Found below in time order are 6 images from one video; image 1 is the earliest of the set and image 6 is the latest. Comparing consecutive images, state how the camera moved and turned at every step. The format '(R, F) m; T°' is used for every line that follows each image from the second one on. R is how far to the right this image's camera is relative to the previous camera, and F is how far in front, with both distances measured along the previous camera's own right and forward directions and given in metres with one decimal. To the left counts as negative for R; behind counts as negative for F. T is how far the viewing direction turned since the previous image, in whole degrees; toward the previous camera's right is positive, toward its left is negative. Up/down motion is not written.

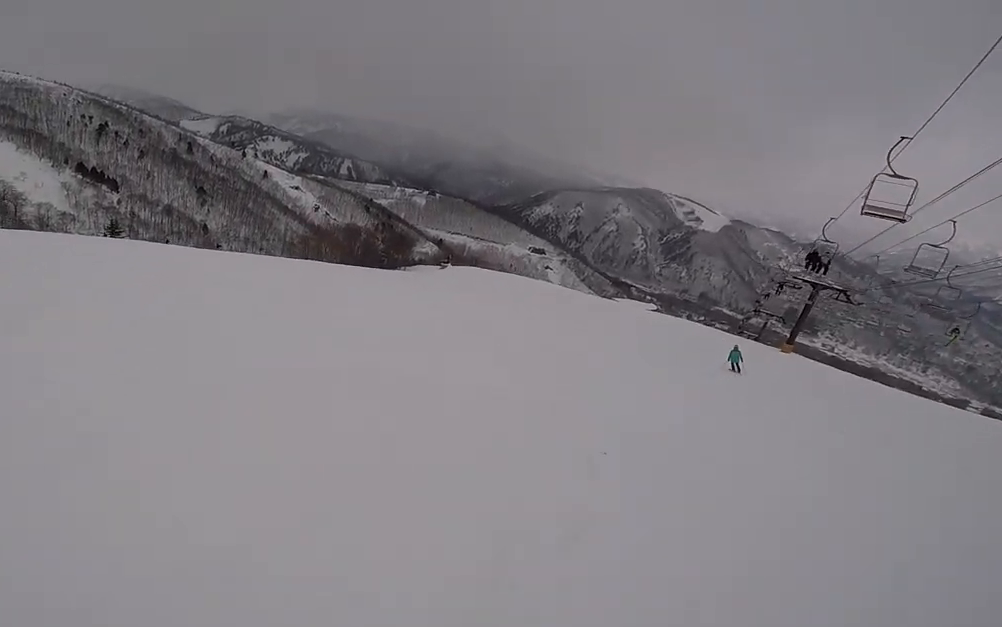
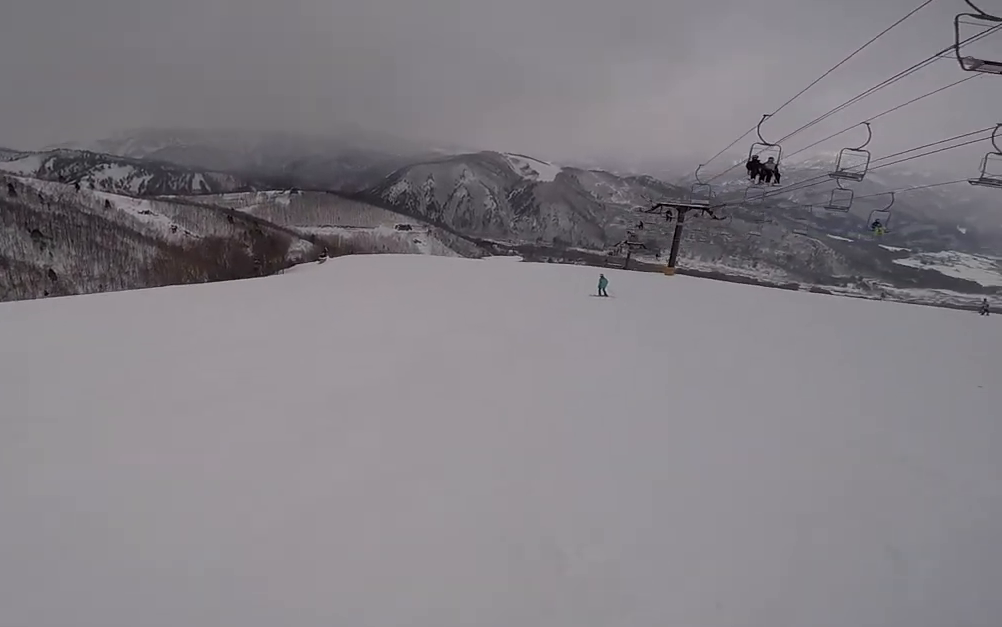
(-0.5, +6.7) m; +19°
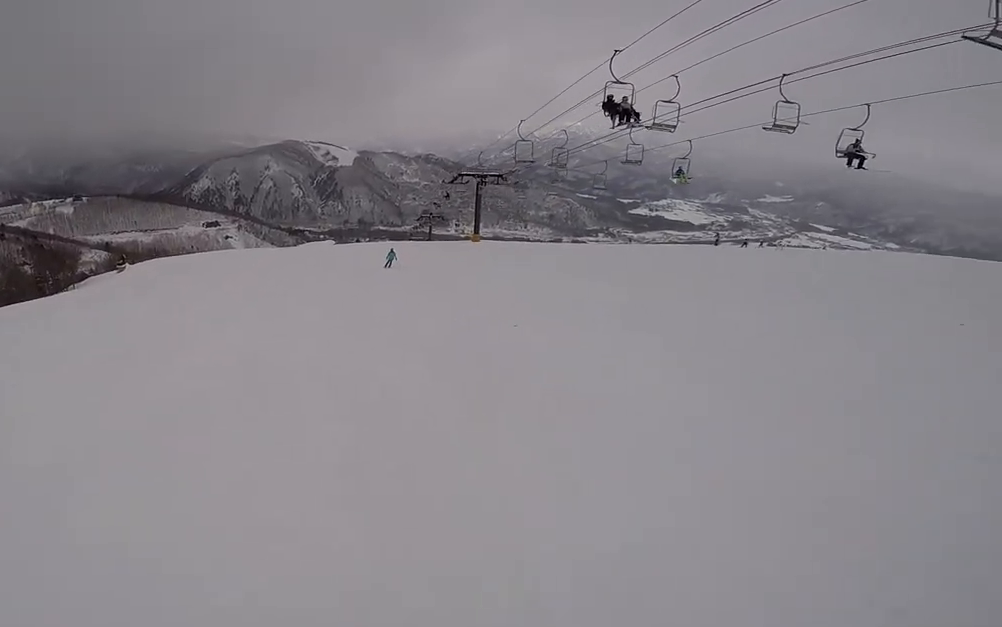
(+1.4, +3.6) m; +19°
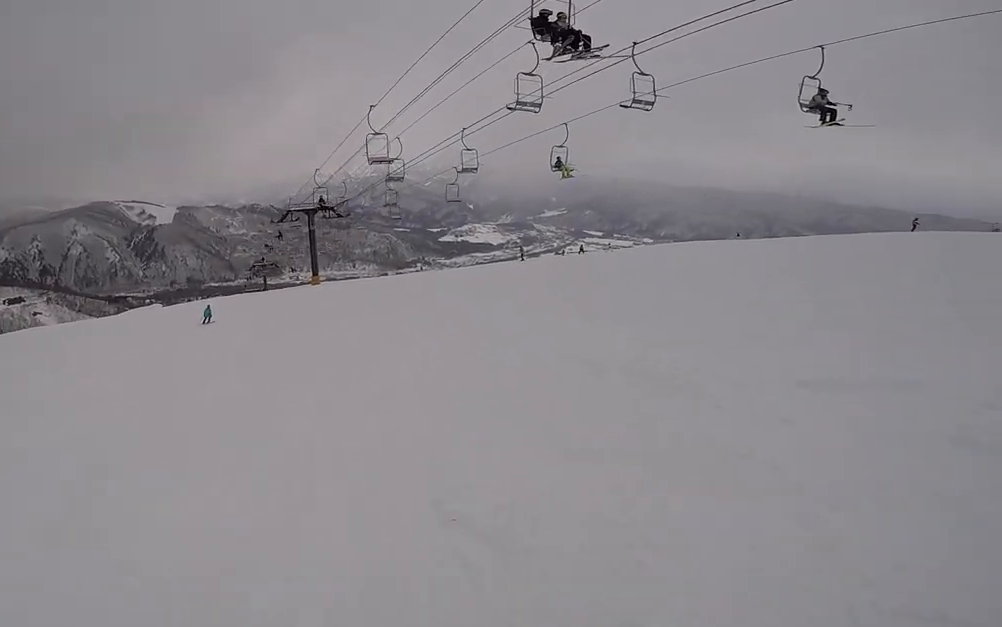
(+0.2, +7.2) m; +1°
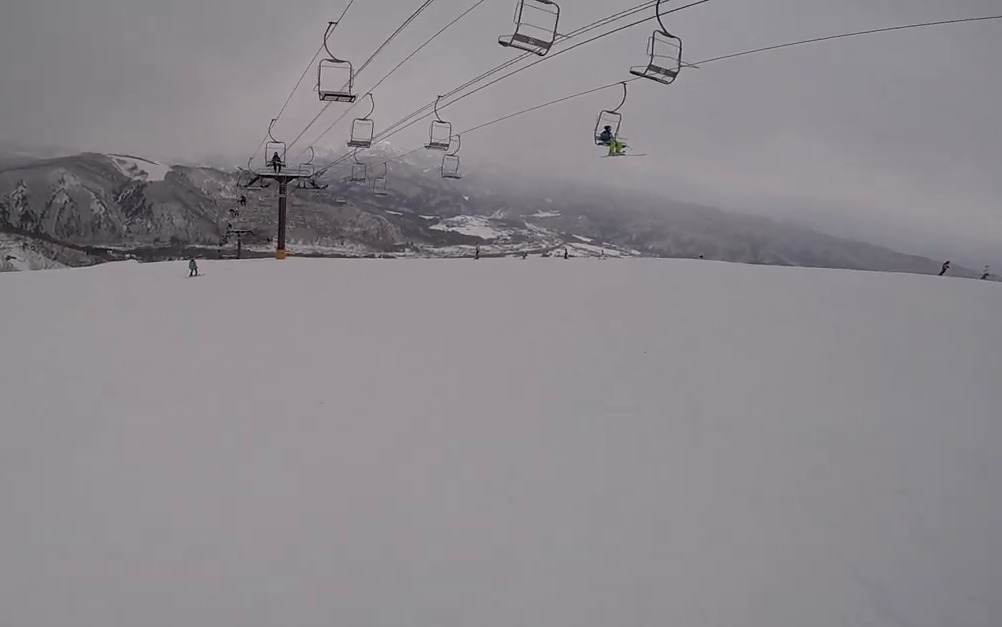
(0.0, +6.2) m; -6°
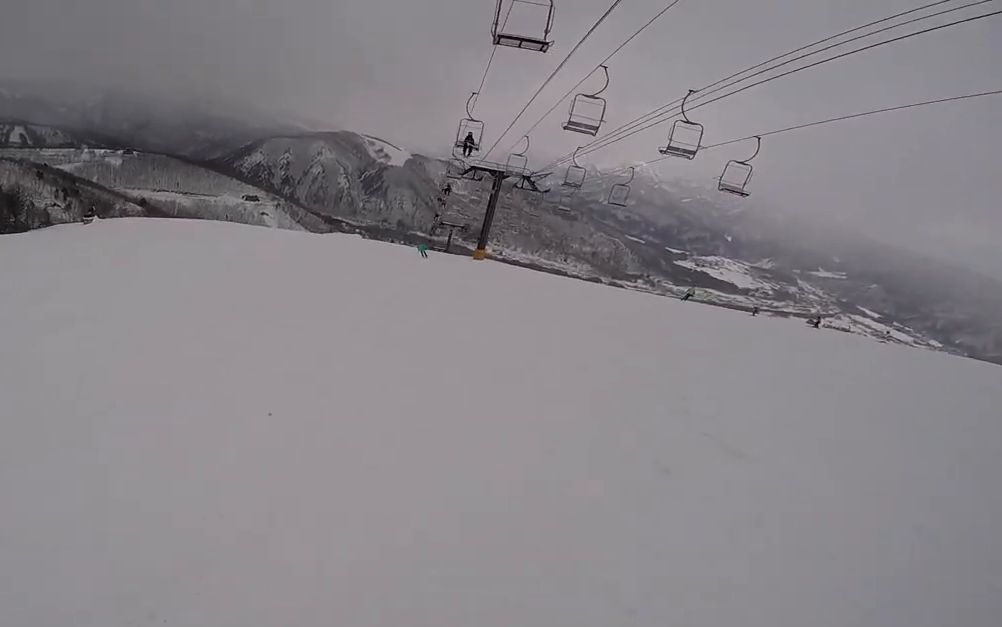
(-0.1, +5.0) m; -21°
